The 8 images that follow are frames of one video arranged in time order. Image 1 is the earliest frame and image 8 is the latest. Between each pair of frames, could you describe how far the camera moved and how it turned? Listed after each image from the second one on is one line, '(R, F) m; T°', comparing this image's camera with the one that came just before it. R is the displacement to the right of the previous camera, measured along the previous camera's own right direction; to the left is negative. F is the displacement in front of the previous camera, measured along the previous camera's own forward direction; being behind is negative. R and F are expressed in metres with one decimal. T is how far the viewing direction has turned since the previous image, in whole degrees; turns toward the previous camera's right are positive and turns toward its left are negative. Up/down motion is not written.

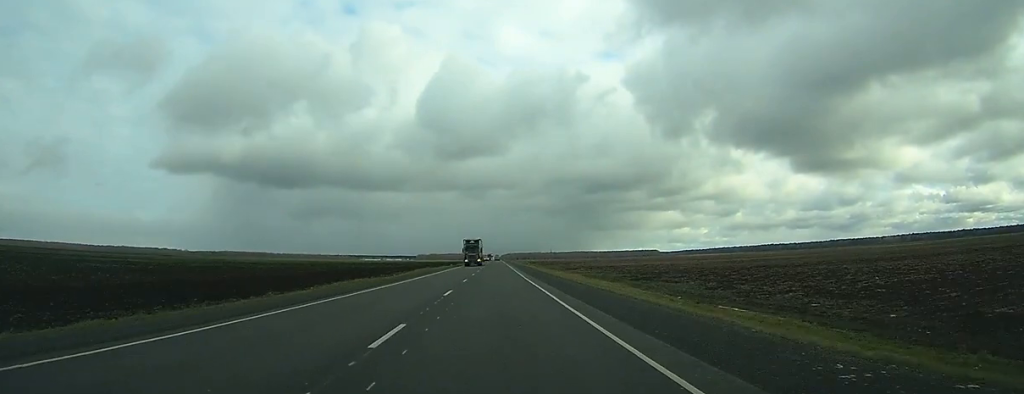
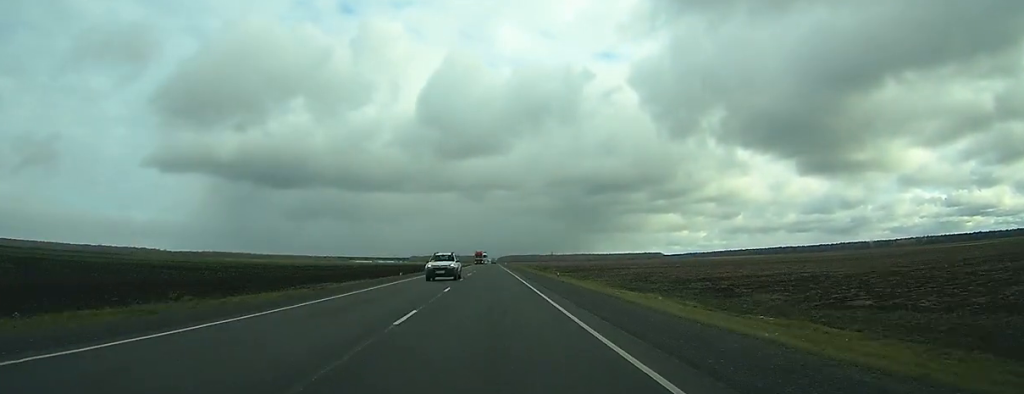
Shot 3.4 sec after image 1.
(+0.6, +91.4) m; 0°
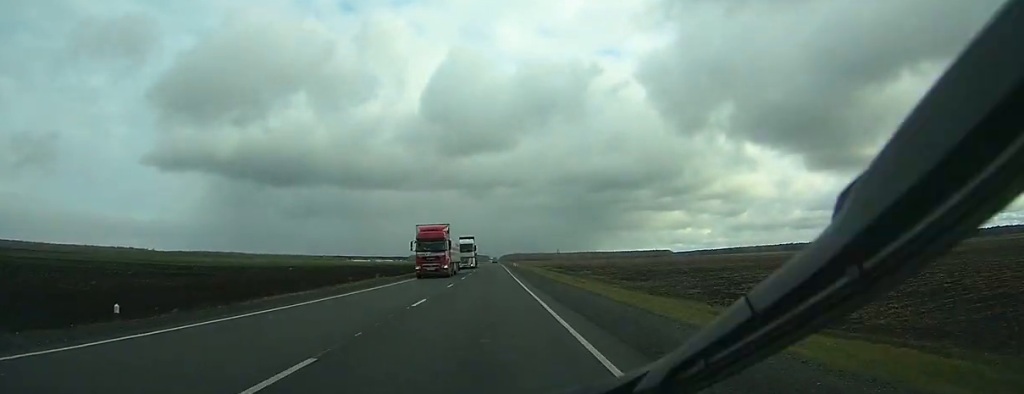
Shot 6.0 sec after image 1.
(-0.1, +77.3) m; 0°
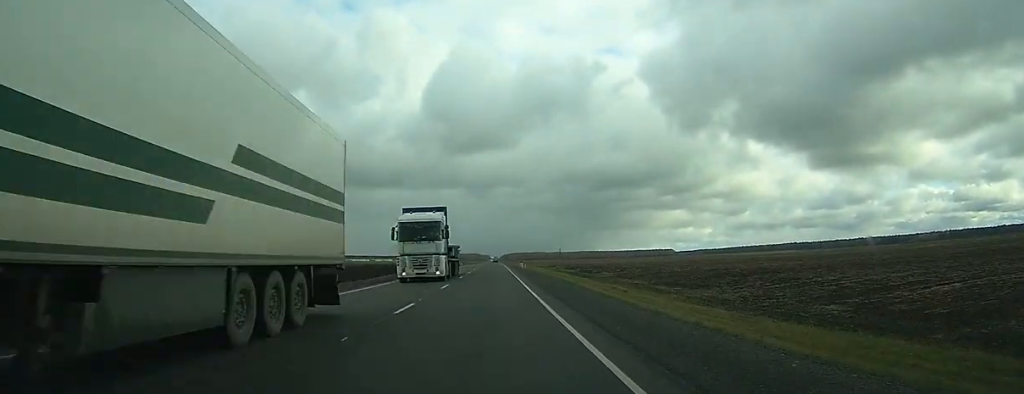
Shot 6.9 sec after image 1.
(0.0, +27.9) m; 0°
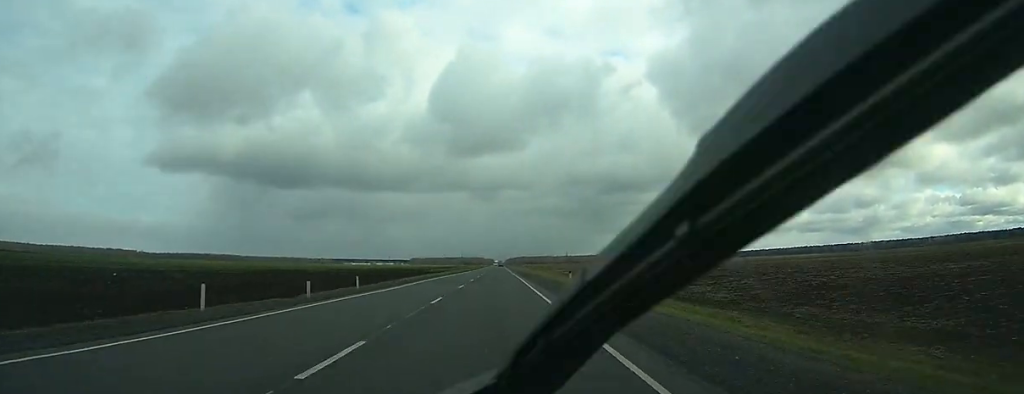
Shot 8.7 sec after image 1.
(-0.1, +58.1) m; 0°
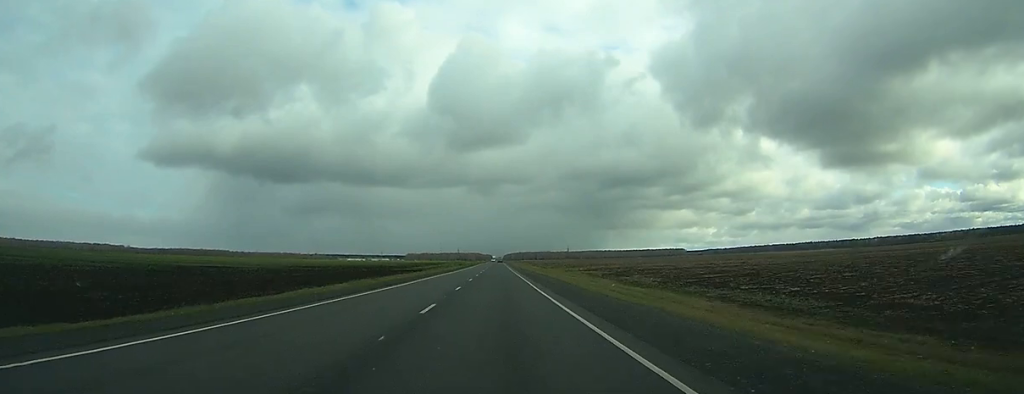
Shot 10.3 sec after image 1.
(0.0, +52.6) m; 0°
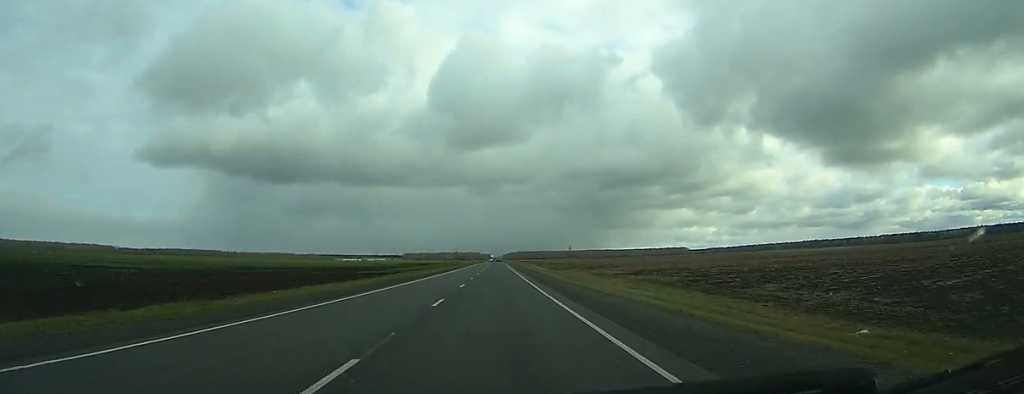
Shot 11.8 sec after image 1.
(0.0, +45.0) m; 0°
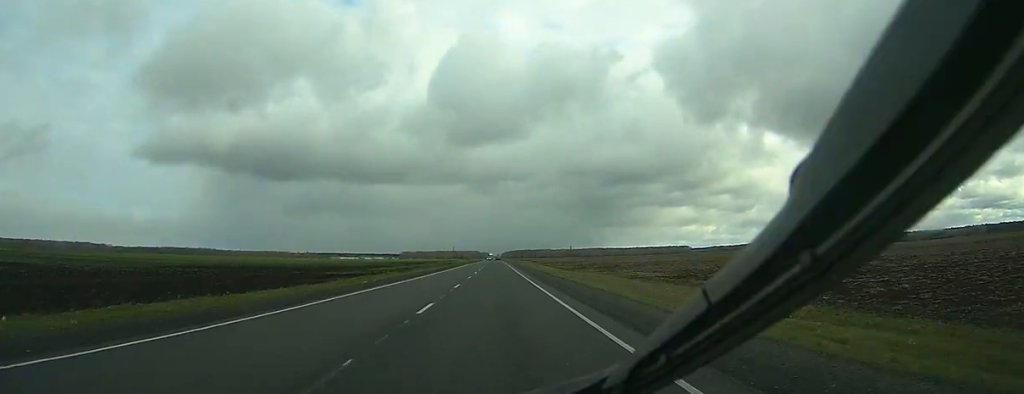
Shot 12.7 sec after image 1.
(+0.1, +25.9) m; 0°
